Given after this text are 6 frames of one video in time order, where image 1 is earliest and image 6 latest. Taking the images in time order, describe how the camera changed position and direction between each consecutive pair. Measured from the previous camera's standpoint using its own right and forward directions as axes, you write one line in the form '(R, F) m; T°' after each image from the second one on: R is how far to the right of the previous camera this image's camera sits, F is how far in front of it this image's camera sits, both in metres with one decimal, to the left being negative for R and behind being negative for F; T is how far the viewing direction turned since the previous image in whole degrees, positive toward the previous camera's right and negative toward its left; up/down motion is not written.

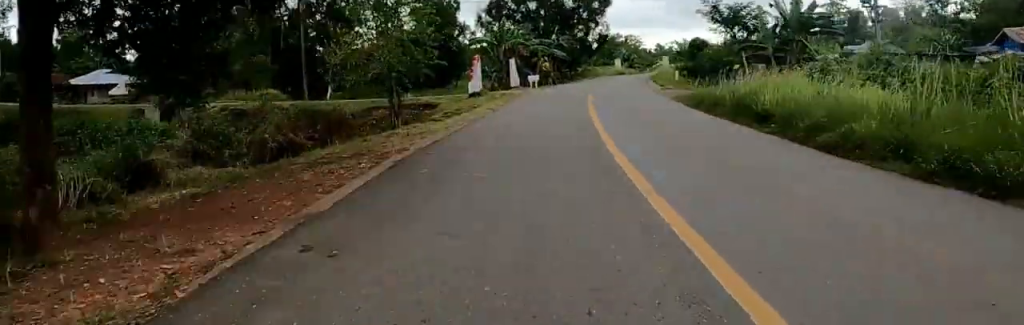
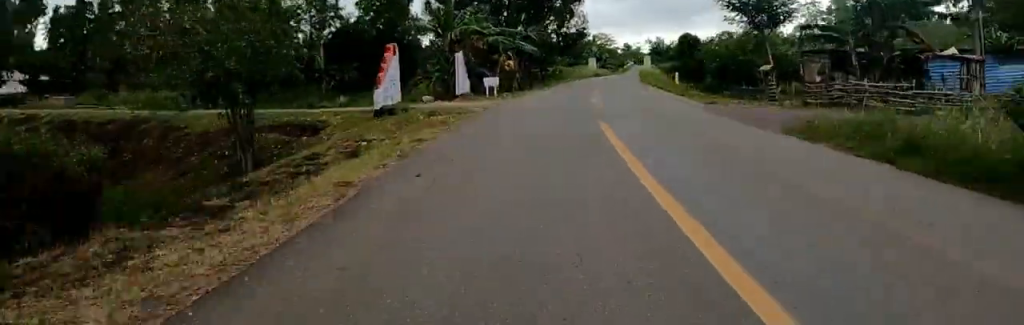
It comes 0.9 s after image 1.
(-0.1, +12.2) m; +2°
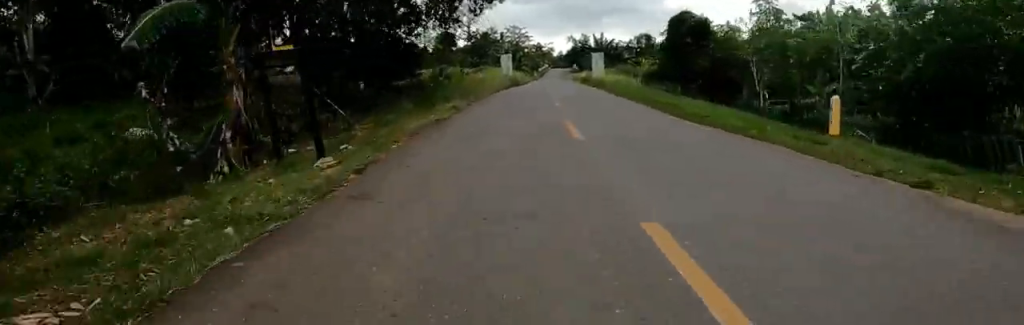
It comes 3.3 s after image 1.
(+2.3, +30.6) m; +7°
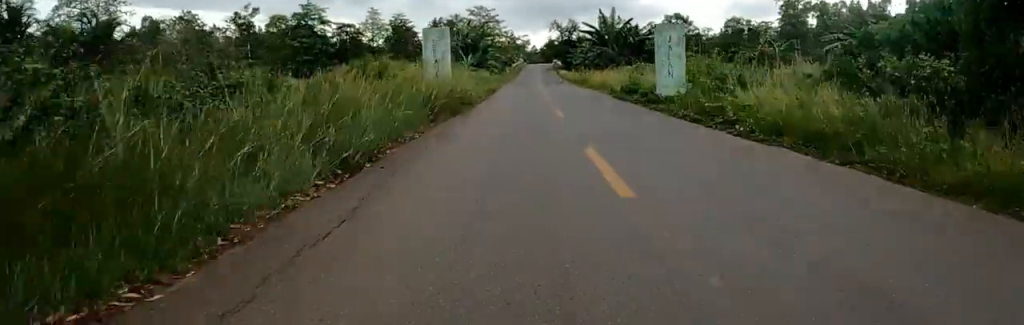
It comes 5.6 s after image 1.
(0.0, +28.0) m; 0°
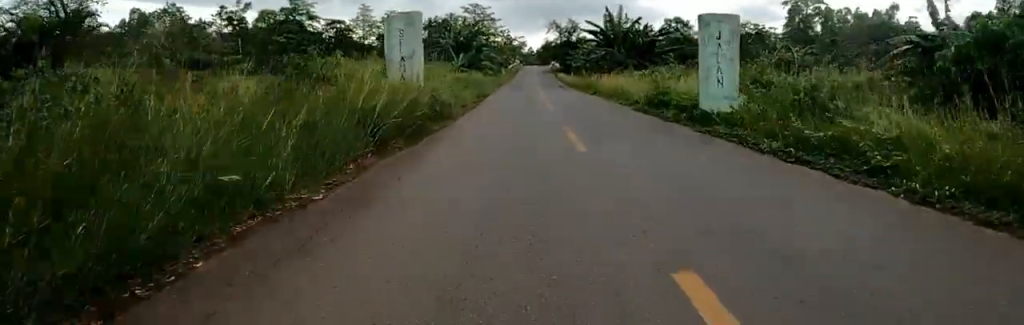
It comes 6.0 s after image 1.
(0.0, +5.2) m; 0°
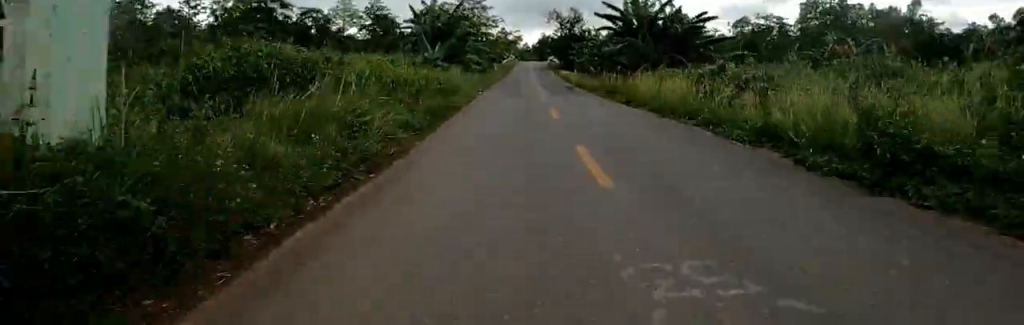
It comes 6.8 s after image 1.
(0.0, +10.5) m; 0°
